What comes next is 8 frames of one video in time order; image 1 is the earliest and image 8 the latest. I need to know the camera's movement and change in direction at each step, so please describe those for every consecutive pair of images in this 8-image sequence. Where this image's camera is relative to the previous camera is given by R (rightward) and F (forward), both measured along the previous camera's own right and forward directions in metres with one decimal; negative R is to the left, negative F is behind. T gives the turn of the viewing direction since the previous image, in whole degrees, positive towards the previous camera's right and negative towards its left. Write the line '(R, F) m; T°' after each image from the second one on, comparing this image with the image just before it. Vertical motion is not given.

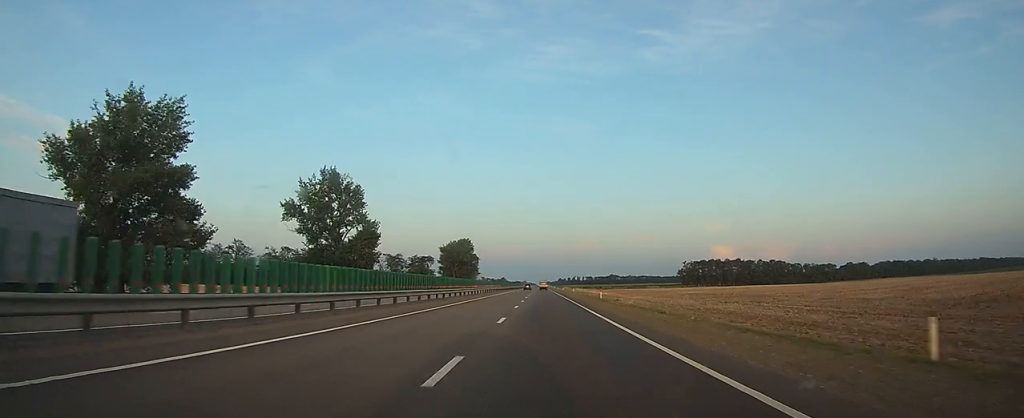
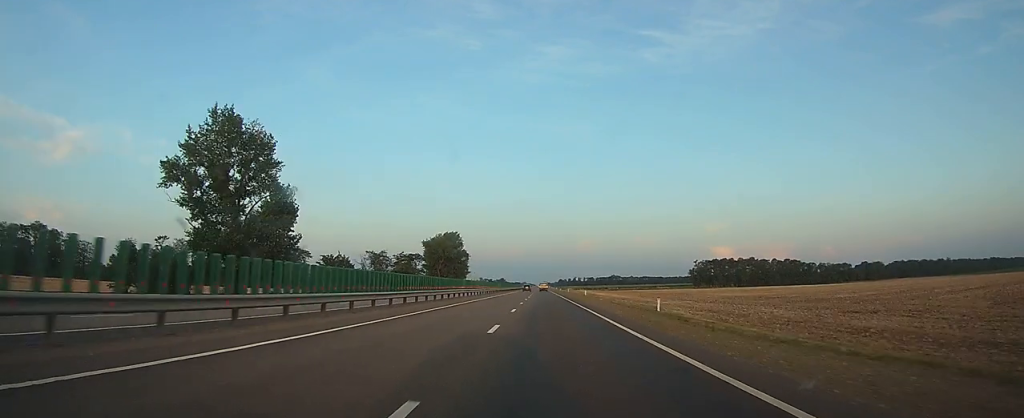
(0.0, +27.7) m; 0°
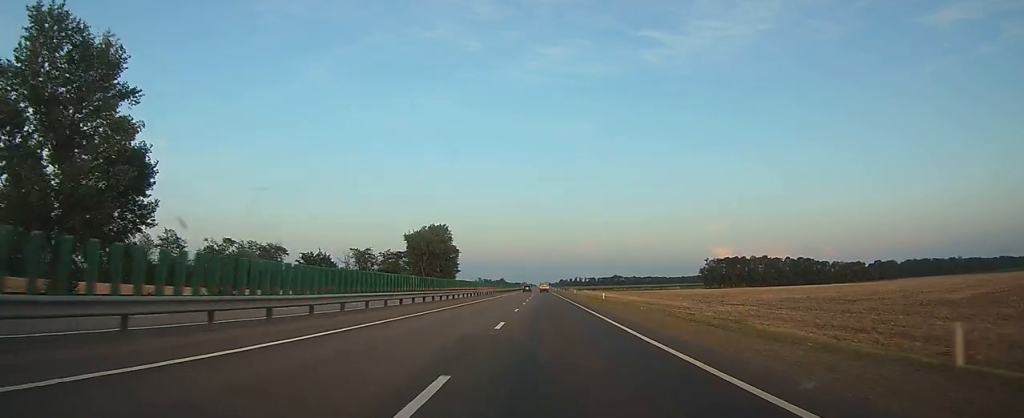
(0.0, +21.9) m; 0°
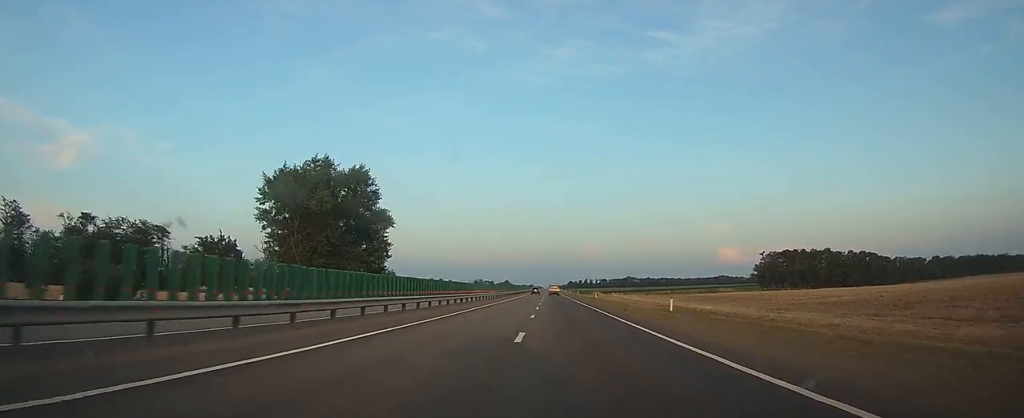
(0.0, +74.5) m; 0°
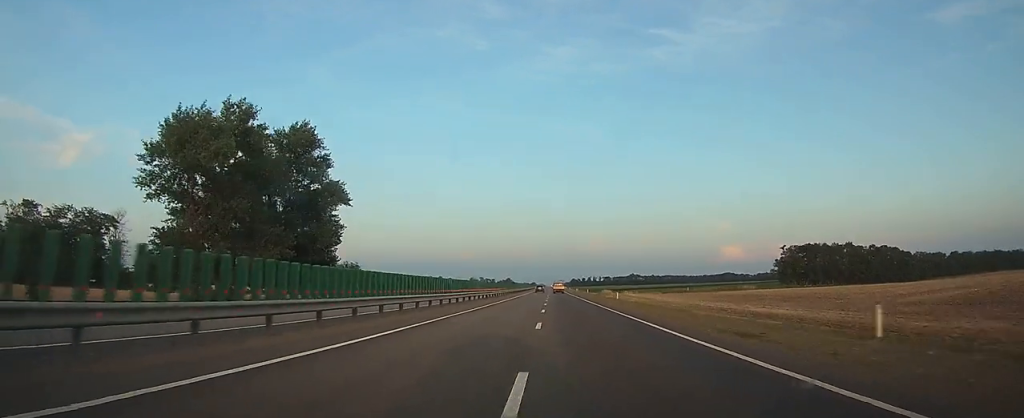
(0.0, +20.0) m; 0°
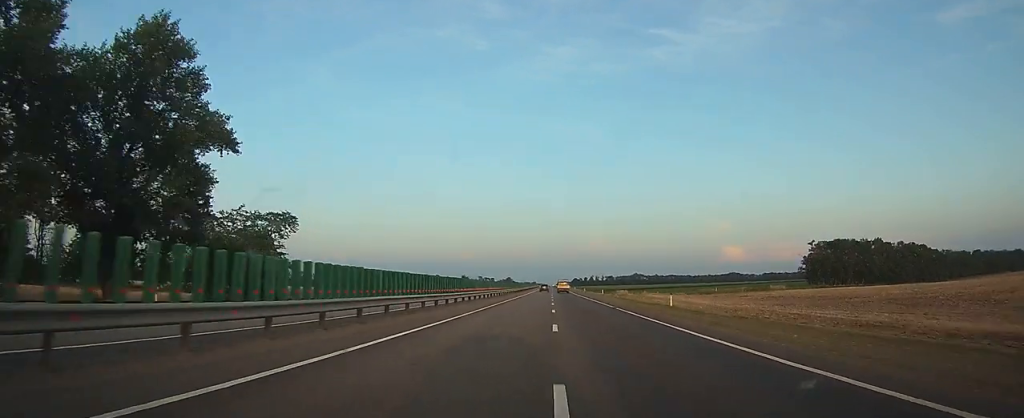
(0.0, +24.8) m; 0°
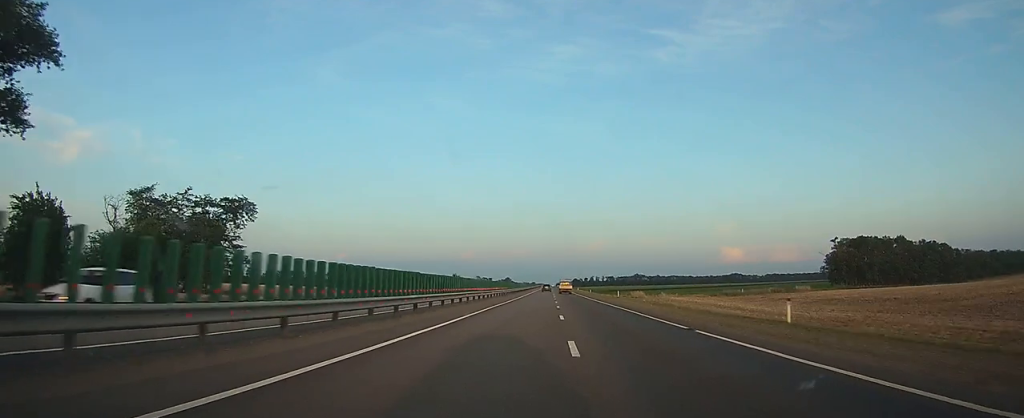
(0.0, +17.8) m; 0°
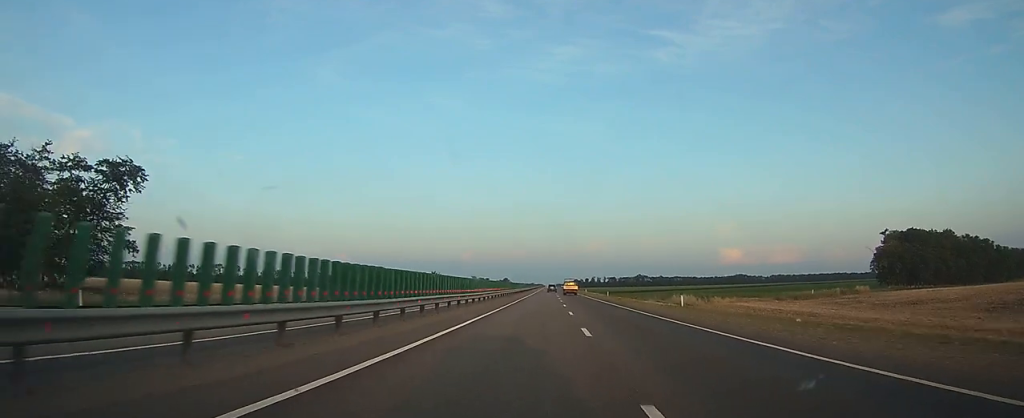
(0.0, +31.0) m; 0°
